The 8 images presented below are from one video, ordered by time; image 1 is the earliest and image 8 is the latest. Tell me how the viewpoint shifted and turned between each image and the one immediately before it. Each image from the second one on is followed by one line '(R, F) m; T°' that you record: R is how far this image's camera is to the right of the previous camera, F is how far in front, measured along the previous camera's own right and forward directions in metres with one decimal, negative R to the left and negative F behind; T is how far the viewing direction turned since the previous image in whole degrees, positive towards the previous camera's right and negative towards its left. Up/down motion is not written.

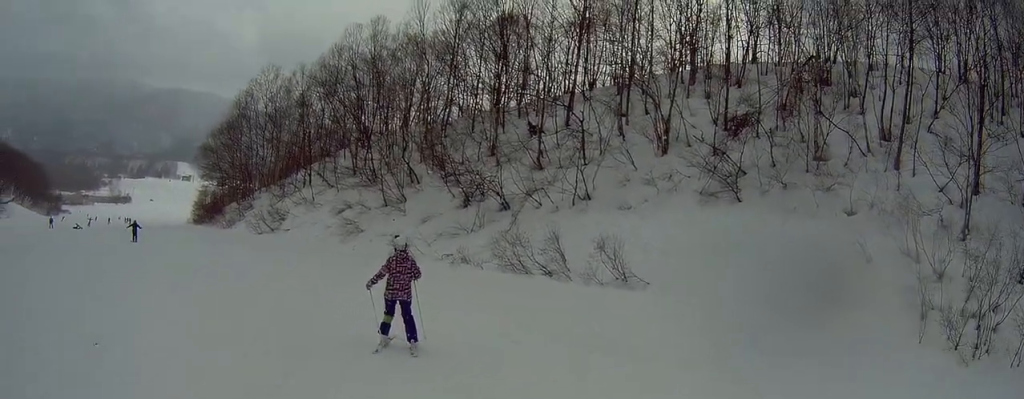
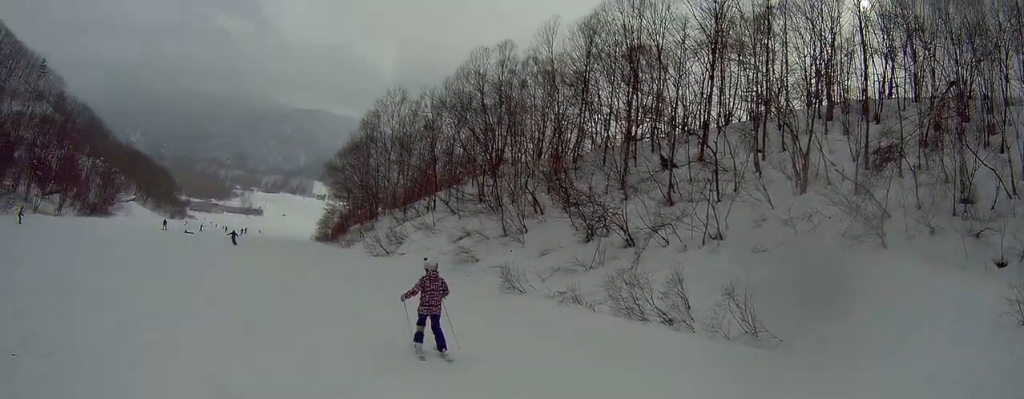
(-0.2, +3.7) m; -18°
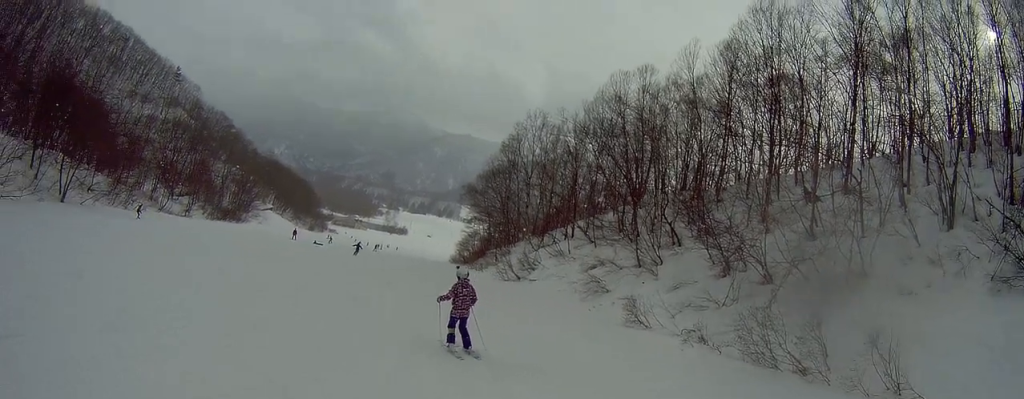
(-0.3, +2.4) m; -19°
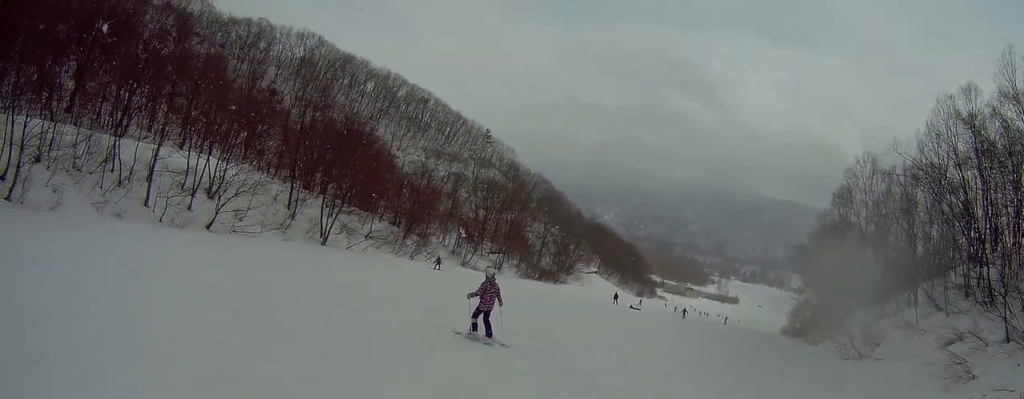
(-4.2, +7.4) m; -41°
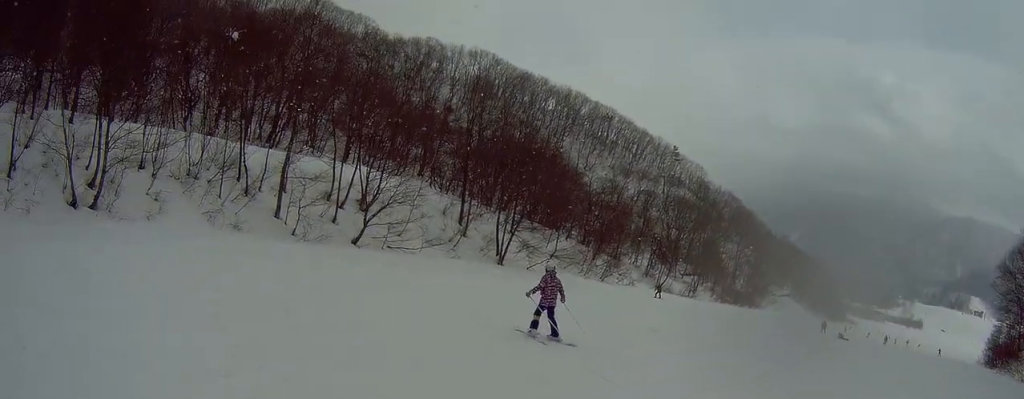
(-0.9, +5.4) m; -21°
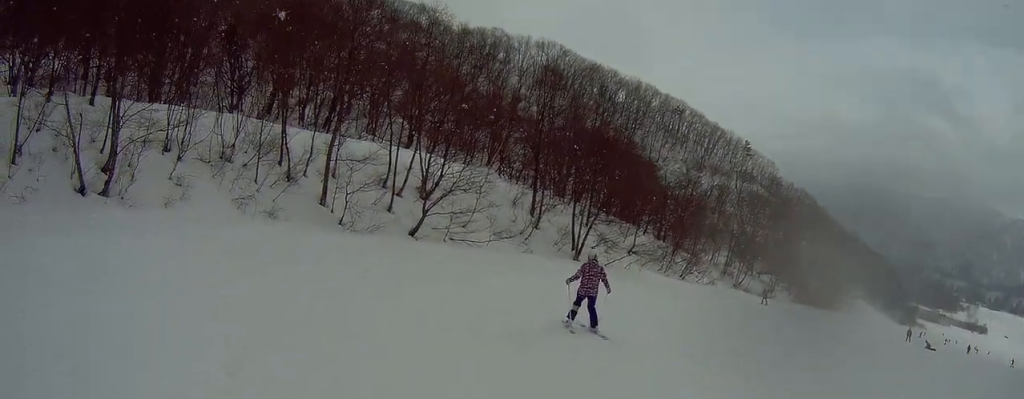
(-0.5, +3.7) m; -7°
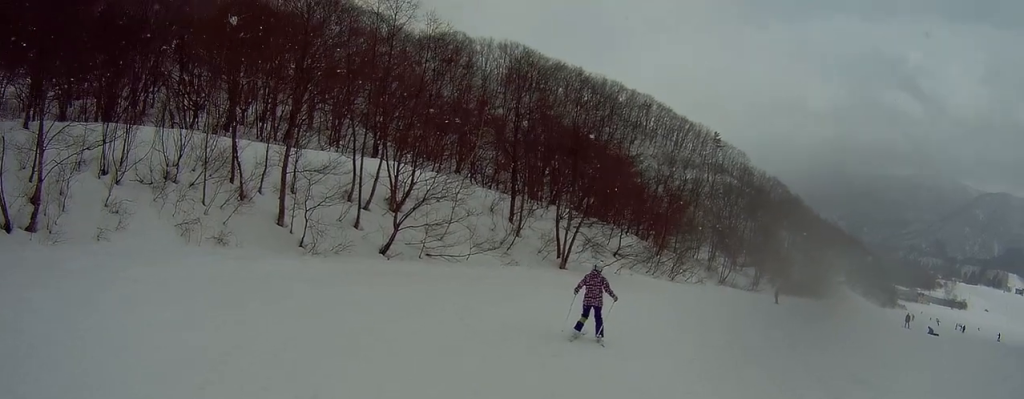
(0.0, +3.4) m; +2°
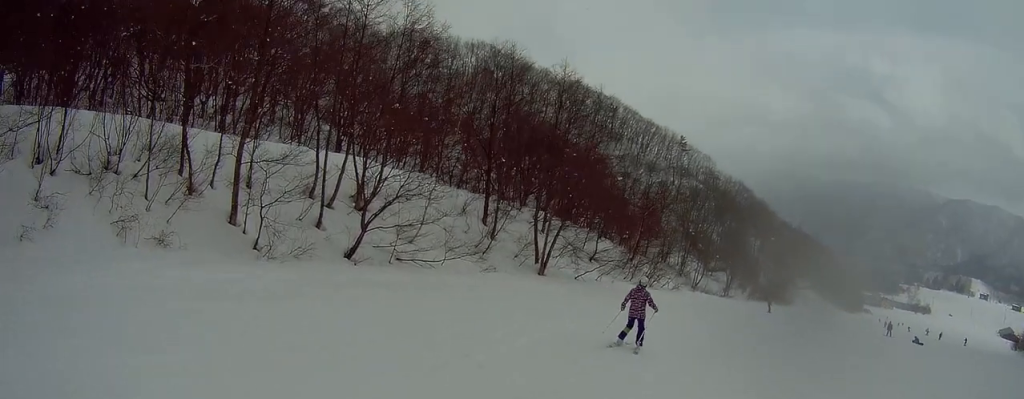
(0.0, +3.4) m; +7°
